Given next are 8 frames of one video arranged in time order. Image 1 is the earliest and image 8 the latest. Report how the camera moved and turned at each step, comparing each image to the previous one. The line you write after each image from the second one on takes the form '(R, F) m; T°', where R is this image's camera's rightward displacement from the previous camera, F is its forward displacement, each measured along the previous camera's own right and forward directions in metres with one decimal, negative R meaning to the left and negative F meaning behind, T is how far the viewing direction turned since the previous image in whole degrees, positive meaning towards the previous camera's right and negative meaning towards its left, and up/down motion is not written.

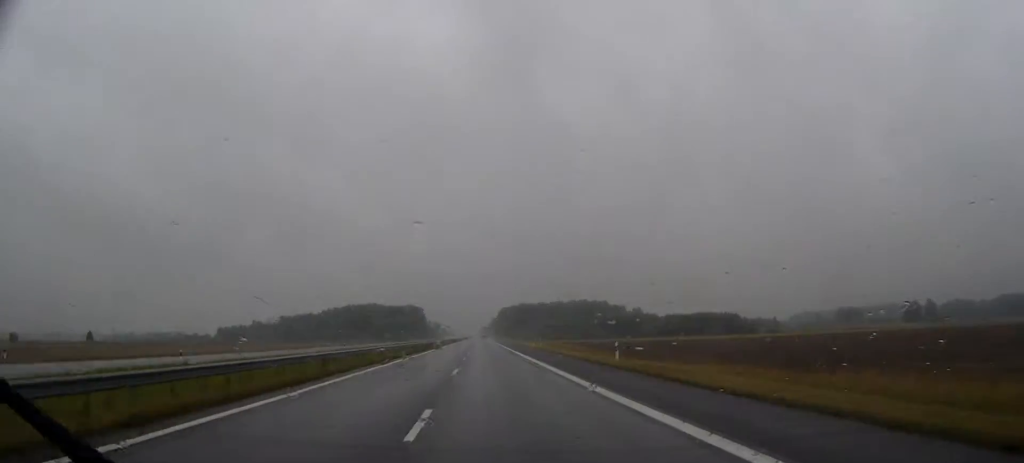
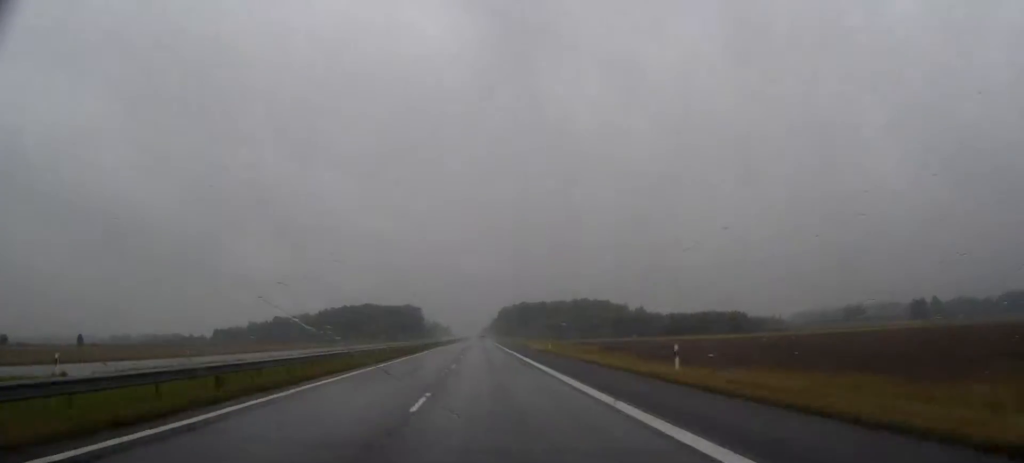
(0.0, +12.2) m; 0°
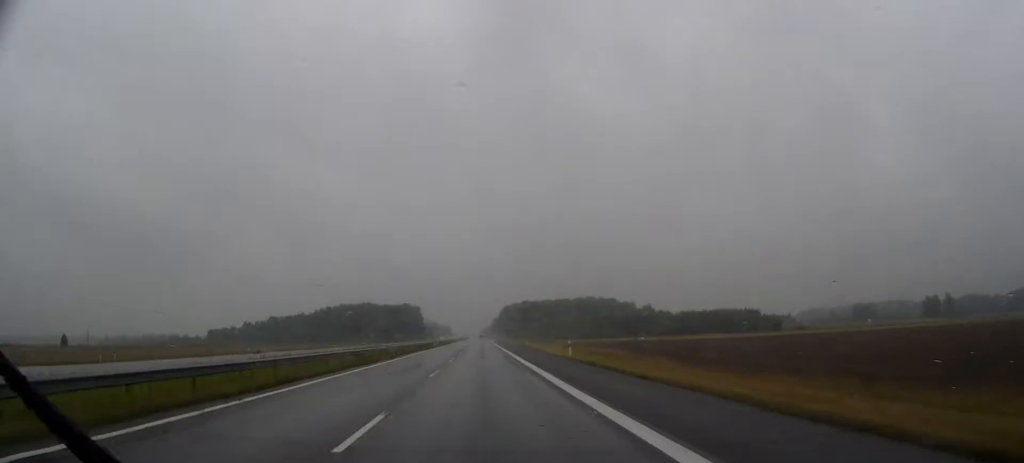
(0.0, +20.6) m; 0°
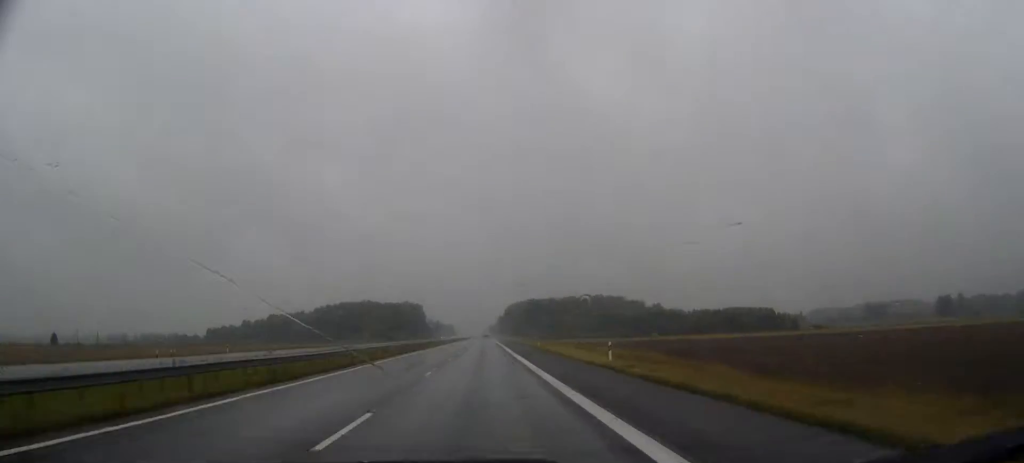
(0.0, +15.9) m; 0°
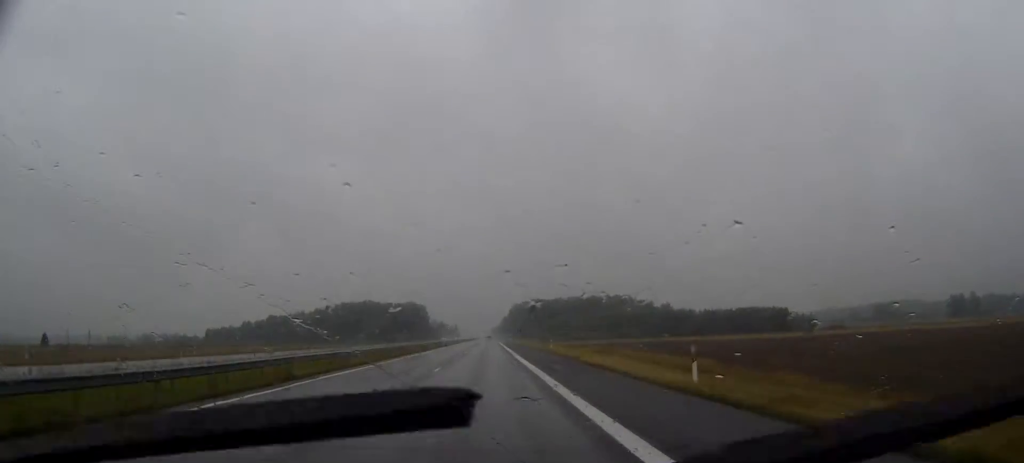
(-0.1, +14.0) m; 0°
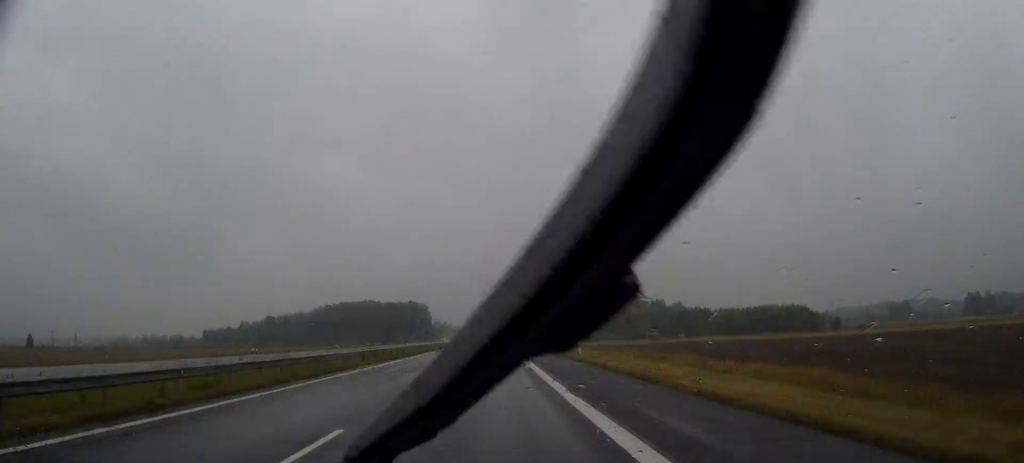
(-0.1, +19.7) m; 0°
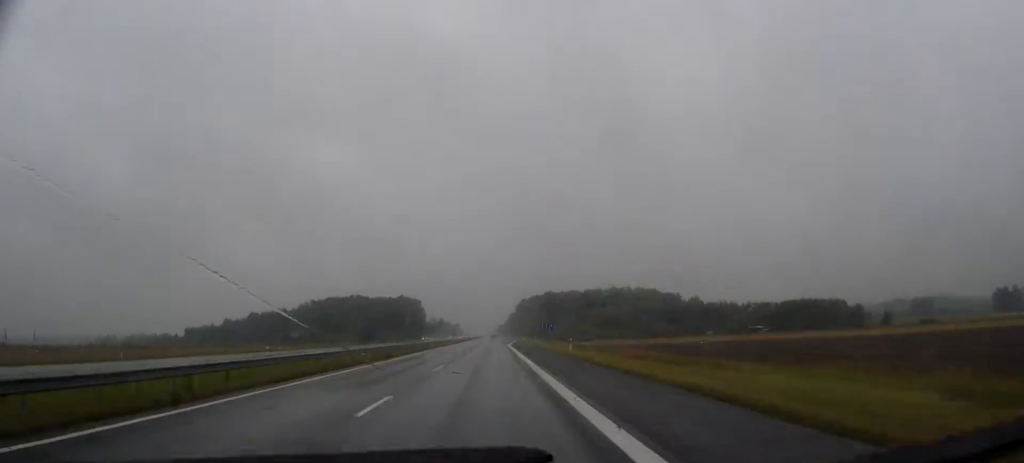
(0.0, +42.1) m; 0°
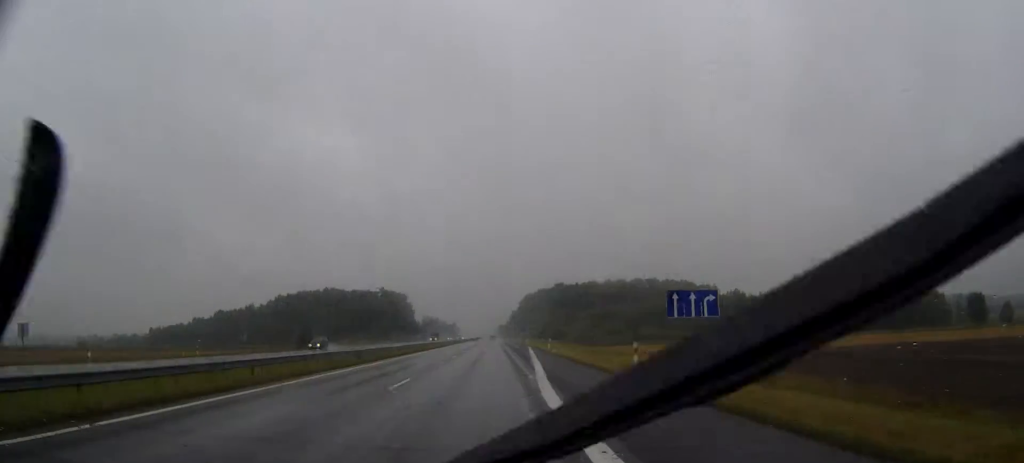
(0.0, +73.0) m; 0°
